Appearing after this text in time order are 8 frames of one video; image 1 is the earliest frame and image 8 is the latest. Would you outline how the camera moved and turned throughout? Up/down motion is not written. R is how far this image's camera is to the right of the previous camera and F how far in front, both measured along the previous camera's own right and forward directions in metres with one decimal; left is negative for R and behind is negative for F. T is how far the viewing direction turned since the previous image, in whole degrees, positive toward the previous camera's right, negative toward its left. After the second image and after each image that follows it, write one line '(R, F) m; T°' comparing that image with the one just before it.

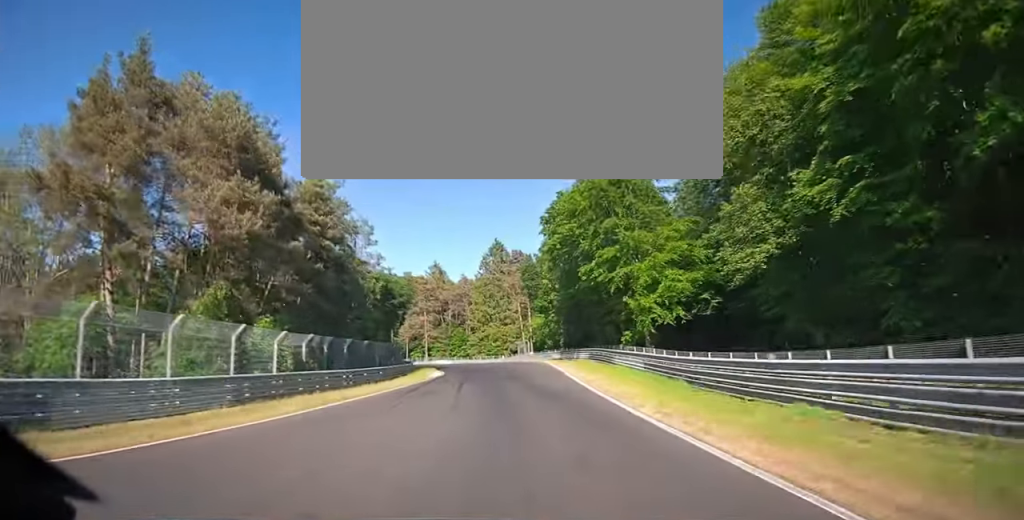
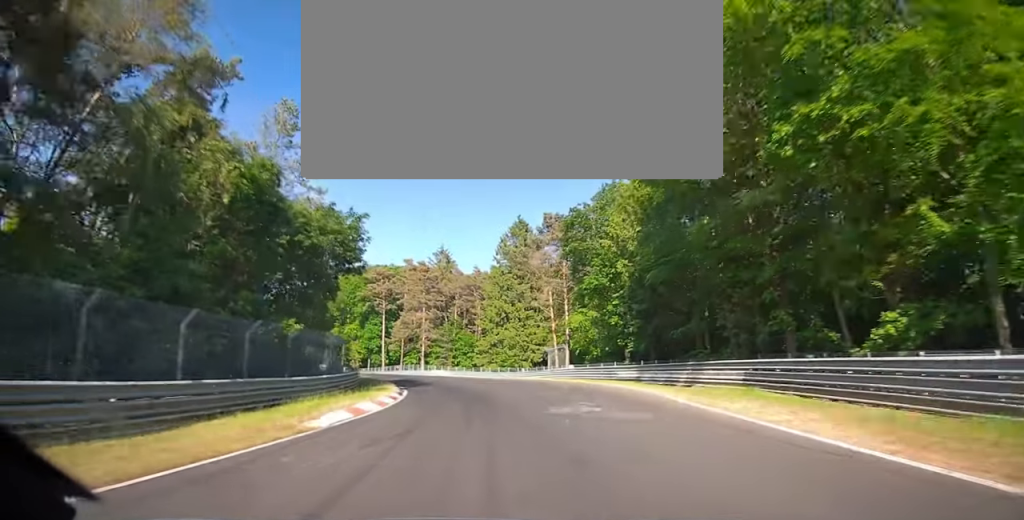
(-0.3, +26.5) m; -5°
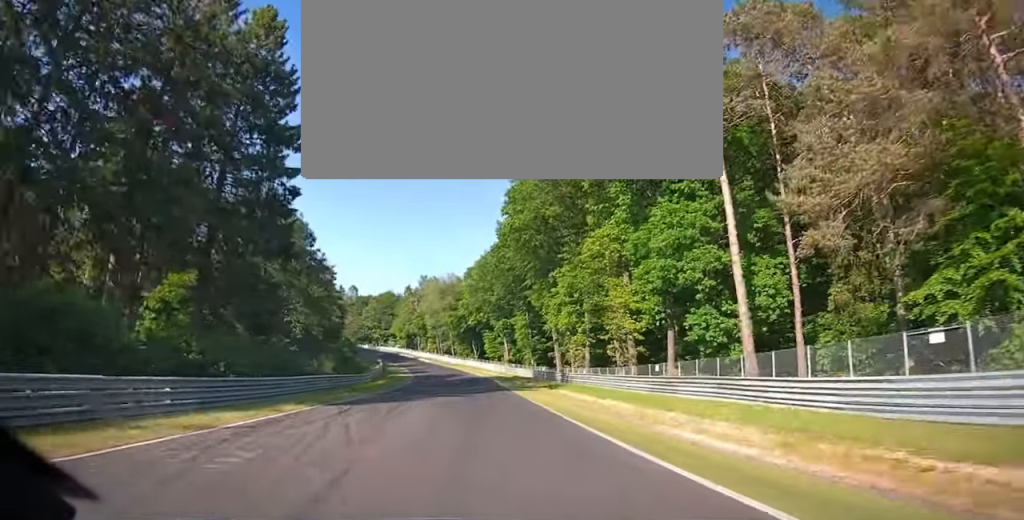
(-18.9, +82.2) m; -21°
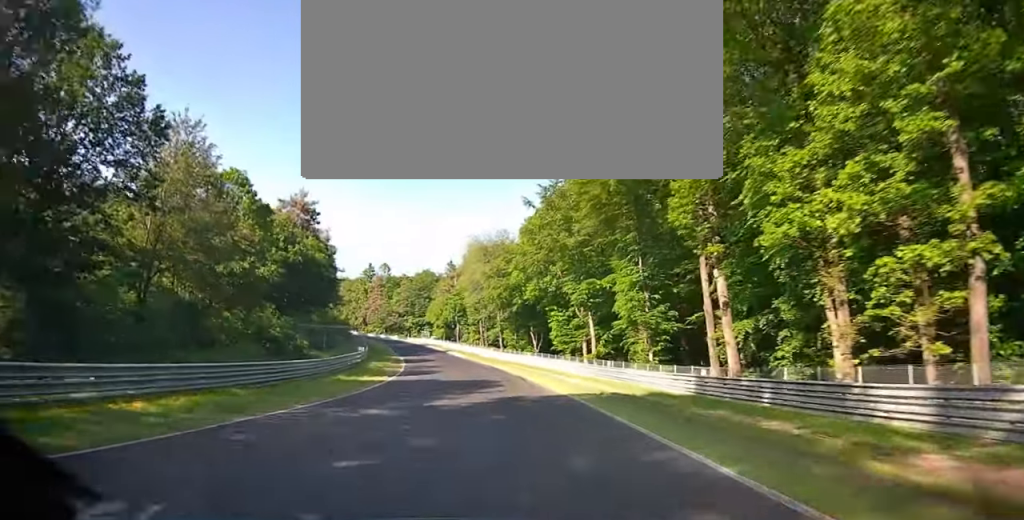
(-0.5, +42.3) m; -1°
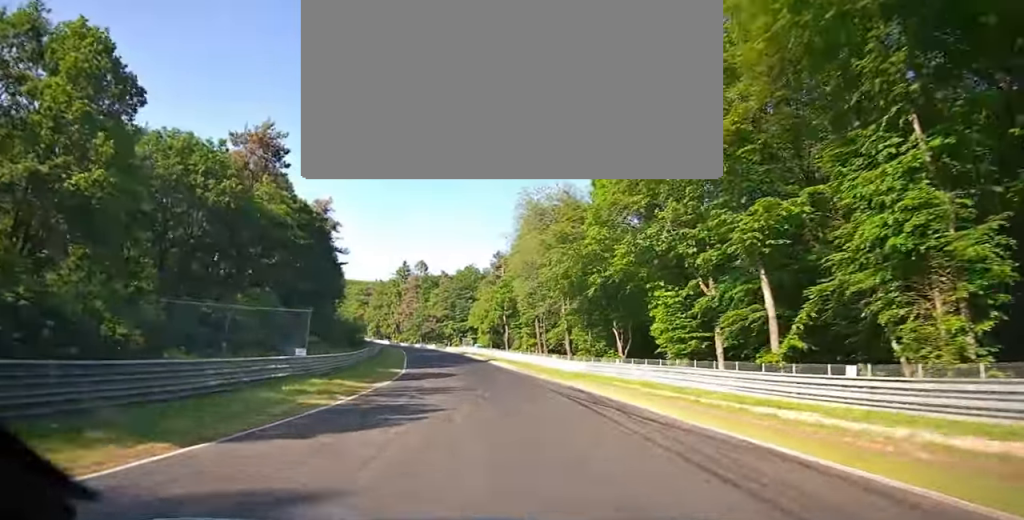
(+0.1, +25.7) m; -4°
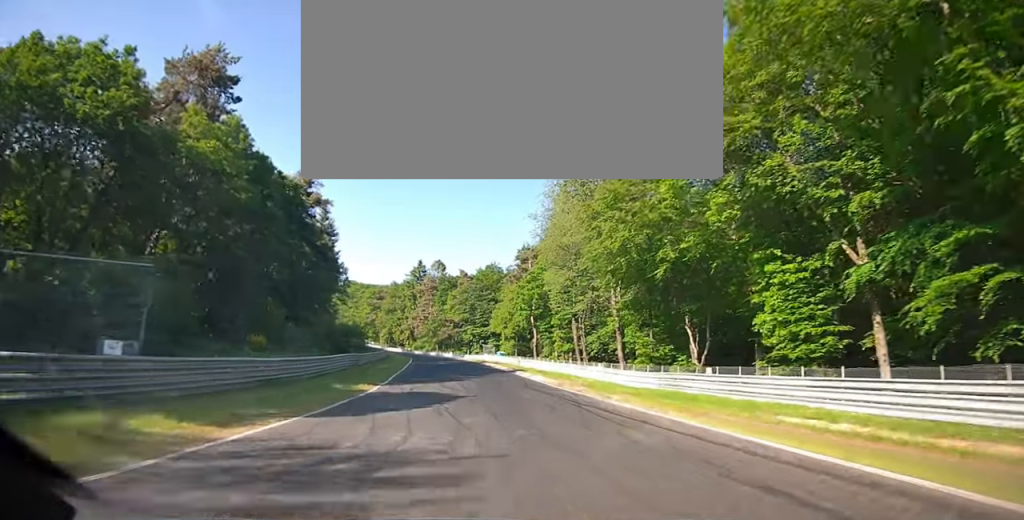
(-0.4, +13.4) m; -3°
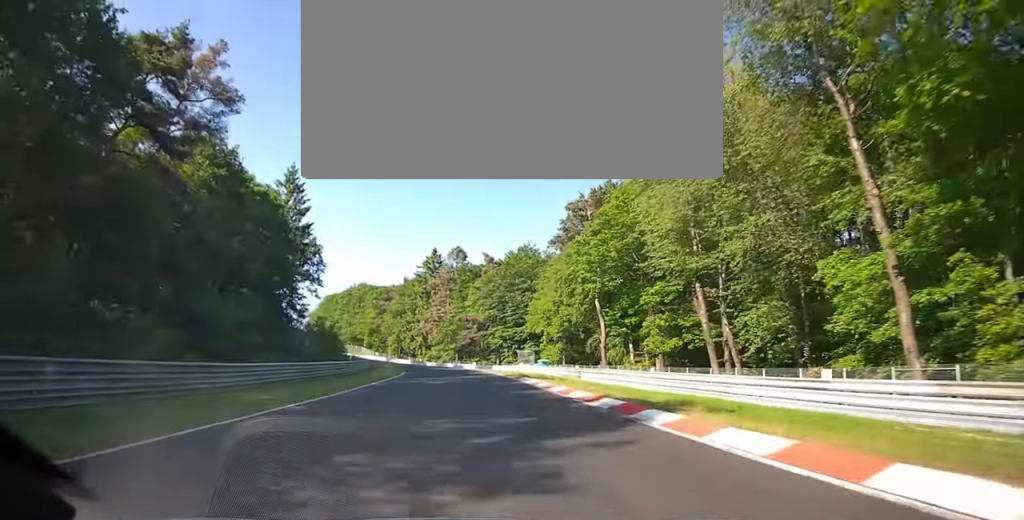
(-1.9, +26.7) m; -9°
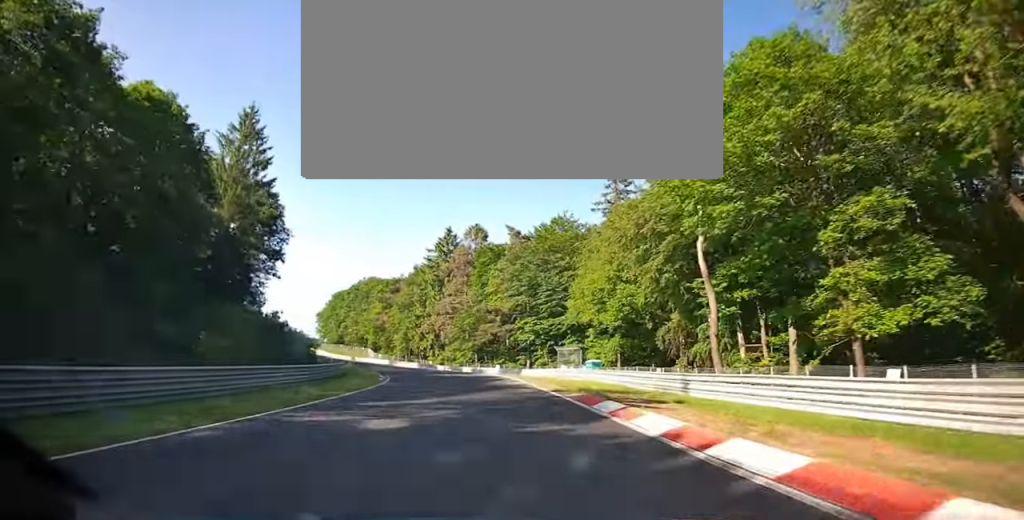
(-1.3, +18.7) m; -7°
